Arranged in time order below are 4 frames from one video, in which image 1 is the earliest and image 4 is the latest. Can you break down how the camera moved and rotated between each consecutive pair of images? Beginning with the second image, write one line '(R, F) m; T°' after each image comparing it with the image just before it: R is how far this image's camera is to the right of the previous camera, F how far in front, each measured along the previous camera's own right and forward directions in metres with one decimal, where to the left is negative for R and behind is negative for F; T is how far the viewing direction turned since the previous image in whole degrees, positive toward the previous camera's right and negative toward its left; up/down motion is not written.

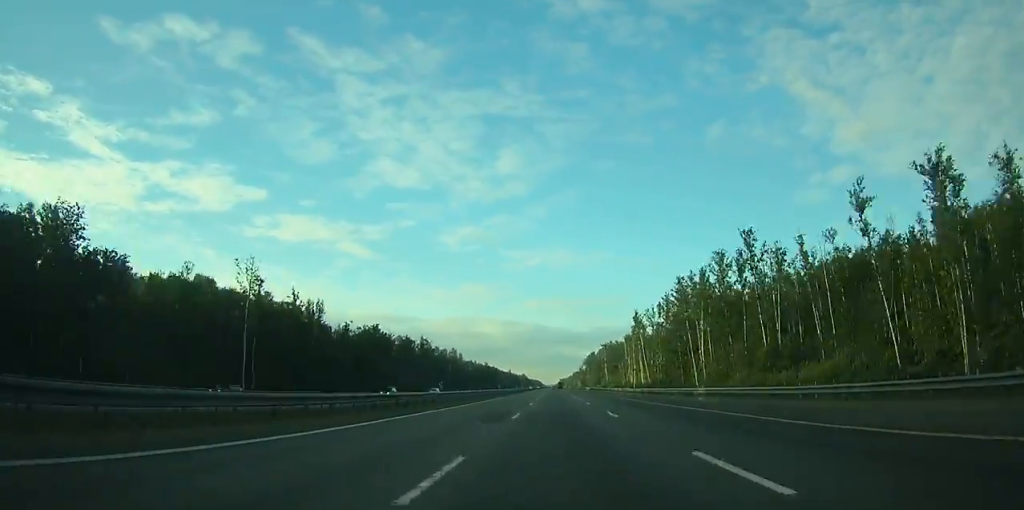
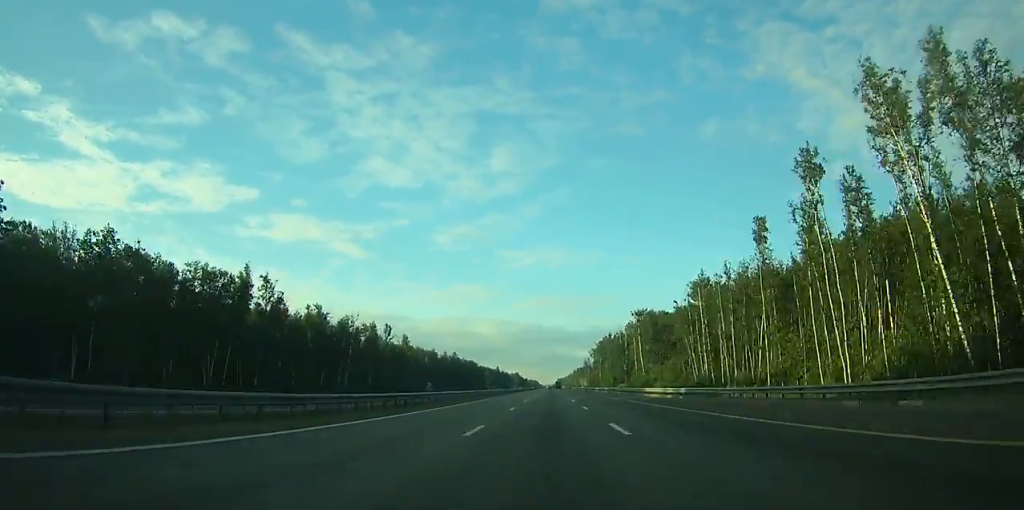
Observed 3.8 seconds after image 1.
(+0.4, +124.2) m; 0°
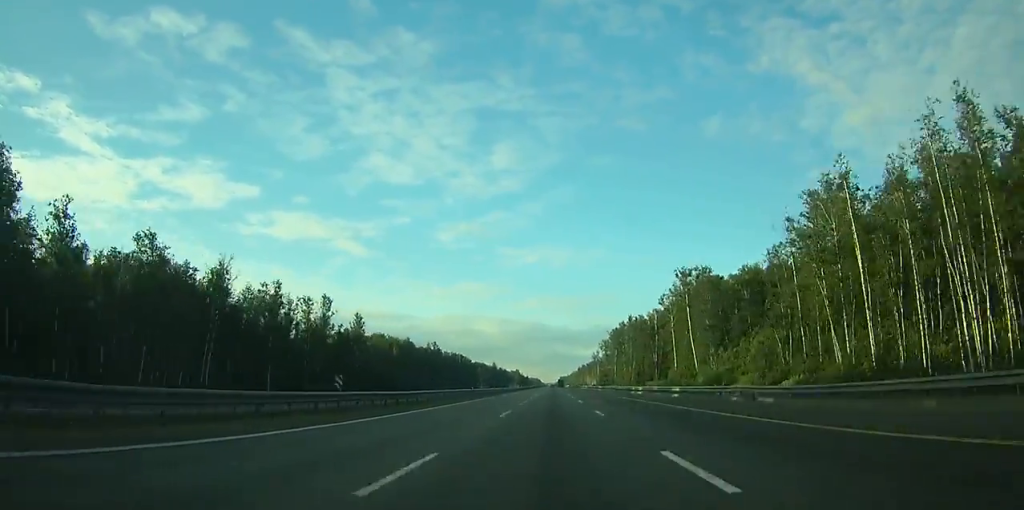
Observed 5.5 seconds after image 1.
(0.0, +57.0) m; 0°
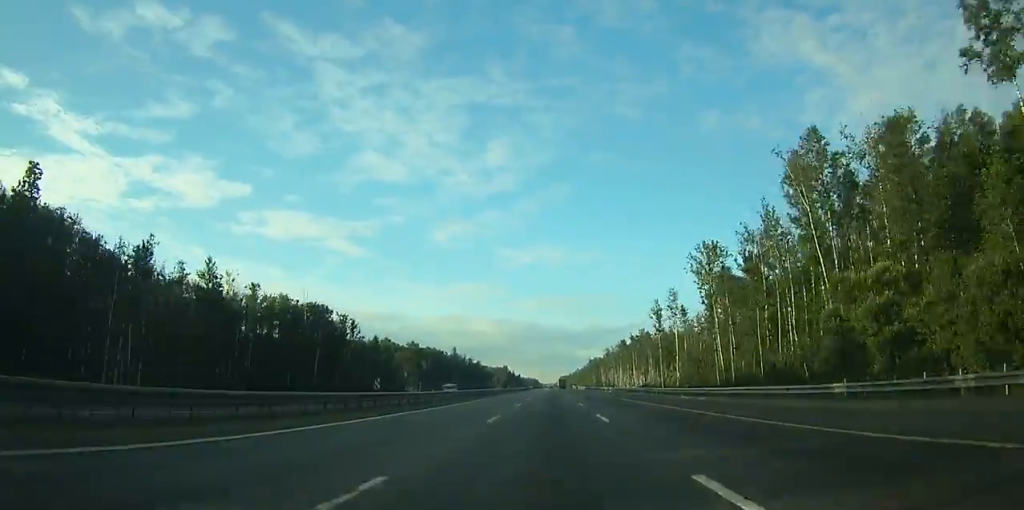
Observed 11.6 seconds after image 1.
(-0.4, +185.2) m; 0°
